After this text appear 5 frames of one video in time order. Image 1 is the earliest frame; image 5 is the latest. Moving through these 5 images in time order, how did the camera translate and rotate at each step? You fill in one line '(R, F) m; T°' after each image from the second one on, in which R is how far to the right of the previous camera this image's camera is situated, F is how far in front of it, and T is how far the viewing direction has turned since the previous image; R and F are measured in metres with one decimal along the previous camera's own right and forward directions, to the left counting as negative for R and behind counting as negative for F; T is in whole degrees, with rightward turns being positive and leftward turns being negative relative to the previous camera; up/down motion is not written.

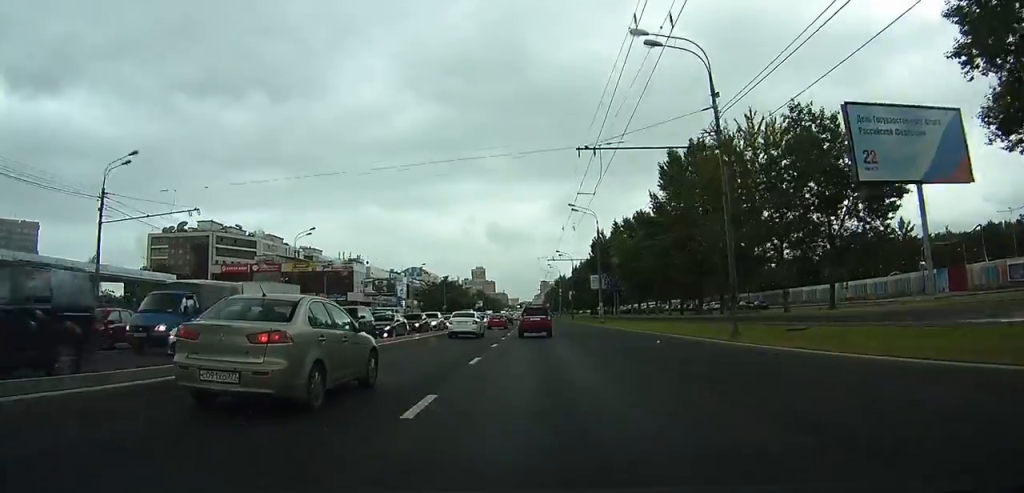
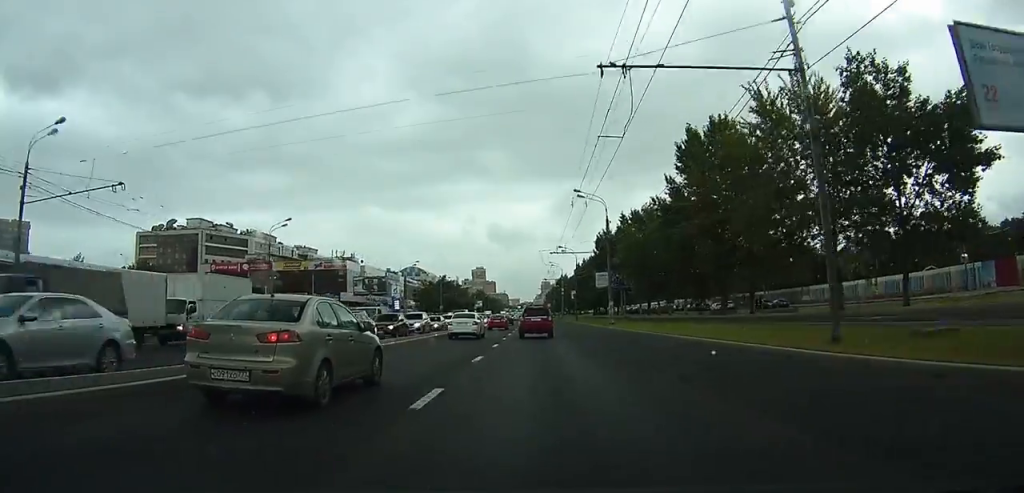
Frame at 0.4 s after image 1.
(0.0, +7.2) m; 0°
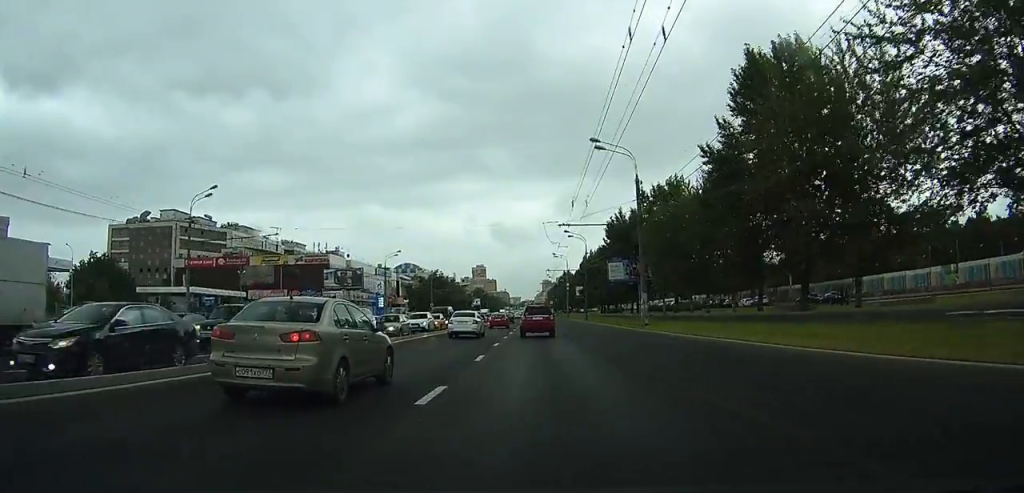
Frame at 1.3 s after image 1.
(0.0, +15.5) m; 0°
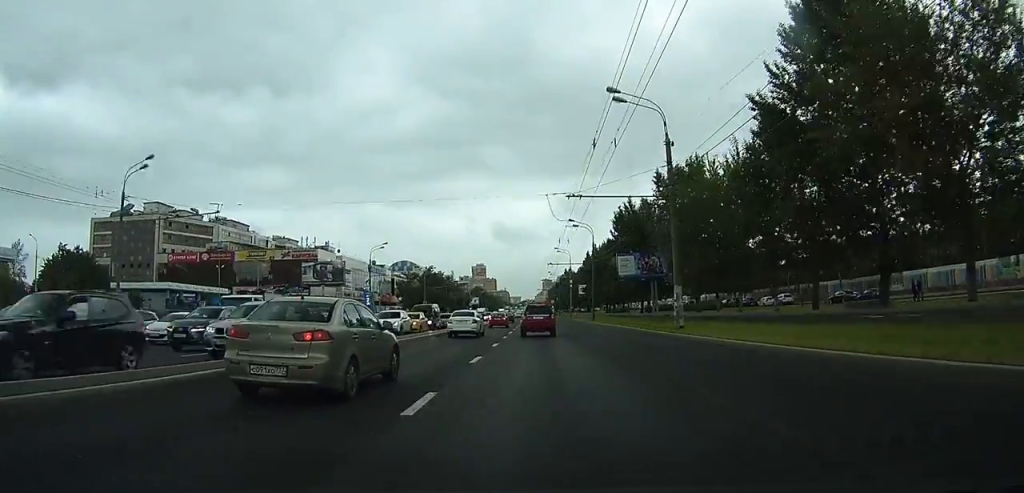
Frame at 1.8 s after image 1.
(0.0, +8.9) m; 0°
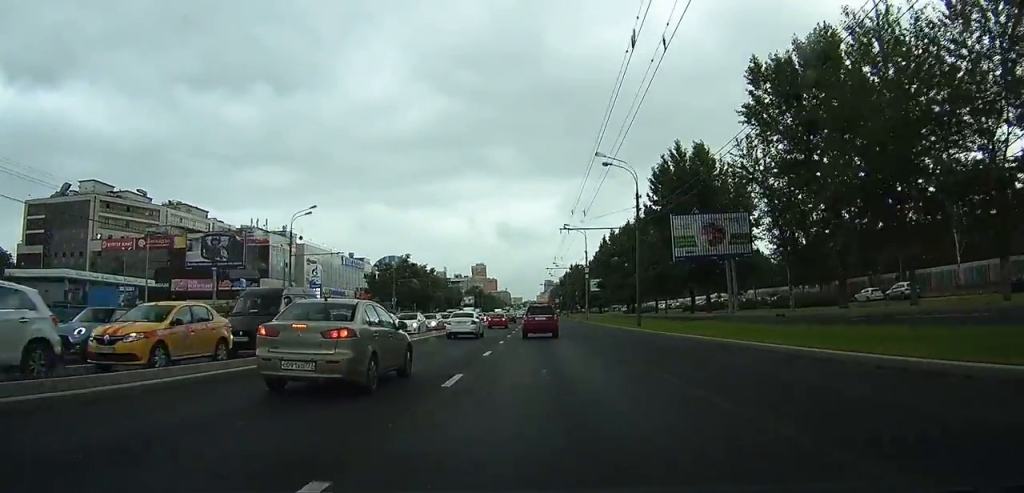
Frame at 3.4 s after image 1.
(-0.1, +29.0) m; -1°
